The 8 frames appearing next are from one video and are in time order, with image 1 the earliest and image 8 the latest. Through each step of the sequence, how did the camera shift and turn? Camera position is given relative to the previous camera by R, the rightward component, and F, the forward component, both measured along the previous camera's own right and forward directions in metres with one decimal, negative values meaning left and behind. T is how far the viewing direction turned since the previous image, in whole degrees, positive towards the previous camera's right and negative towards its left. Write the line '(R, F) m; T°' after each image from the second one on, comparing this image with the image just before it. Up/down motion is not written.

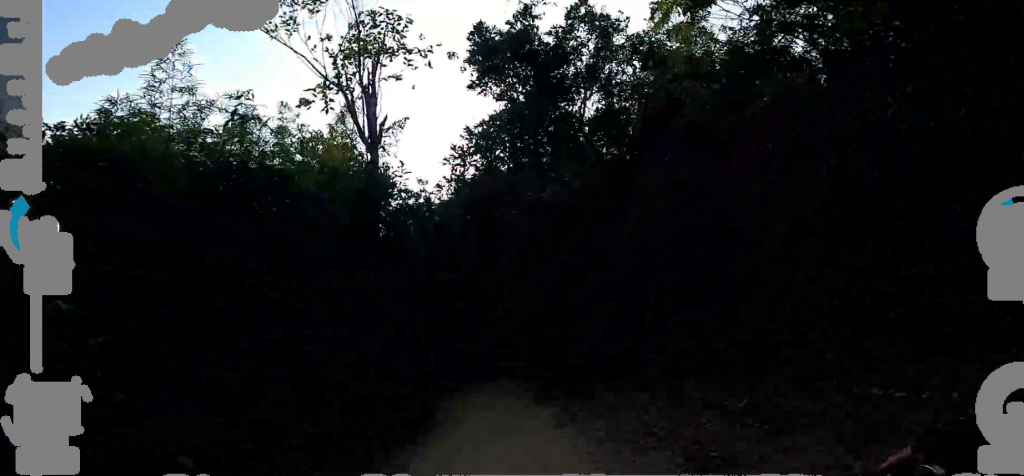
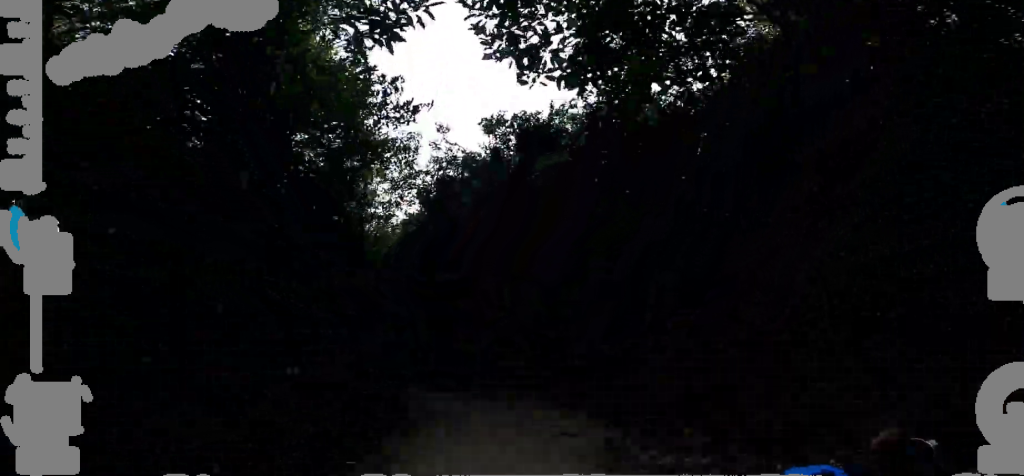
(-0.2, +3.2) m; -3°
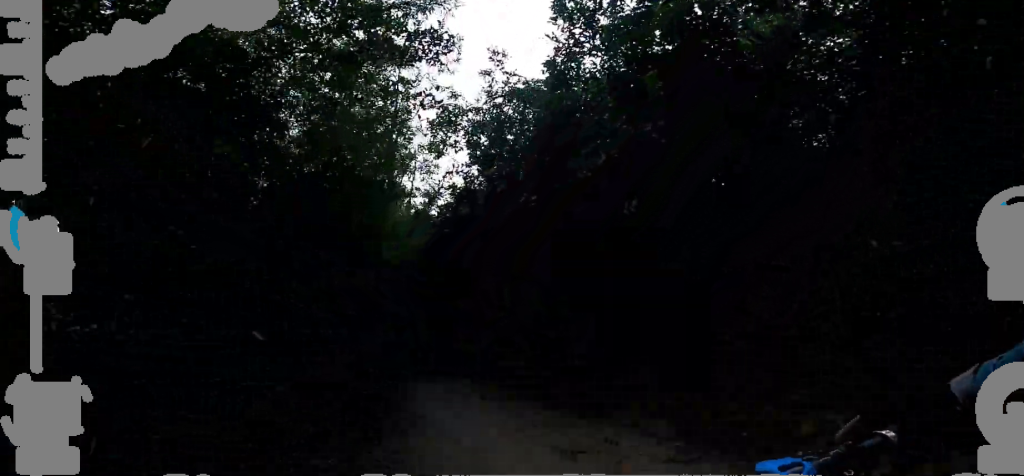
(+0.4, +2.8) m; 0°
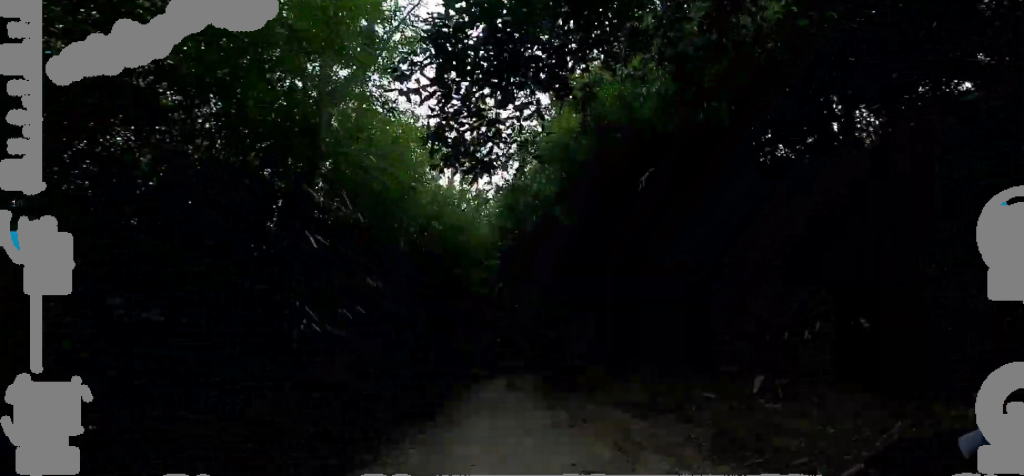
(-0.4, +3.8) m; -19°
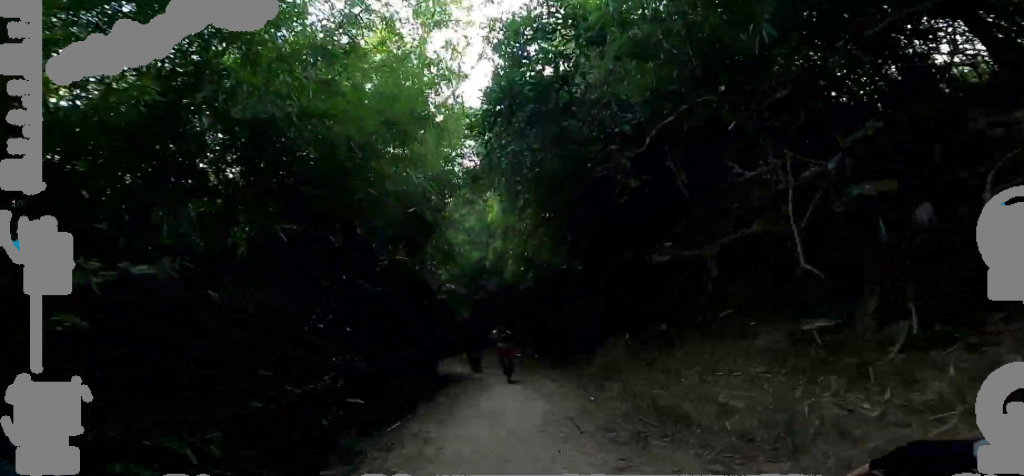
(-1.0, +3.6) m; -8°
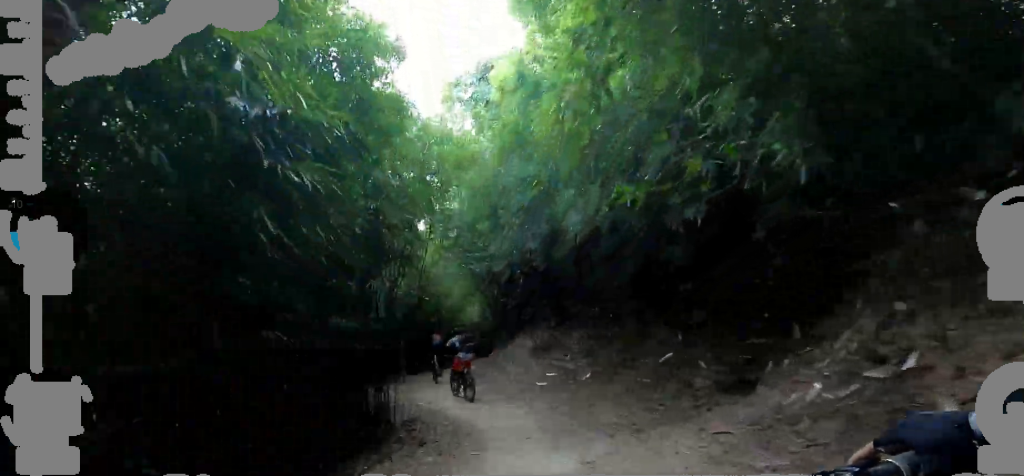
(+0.9, +5.2) m; +17°
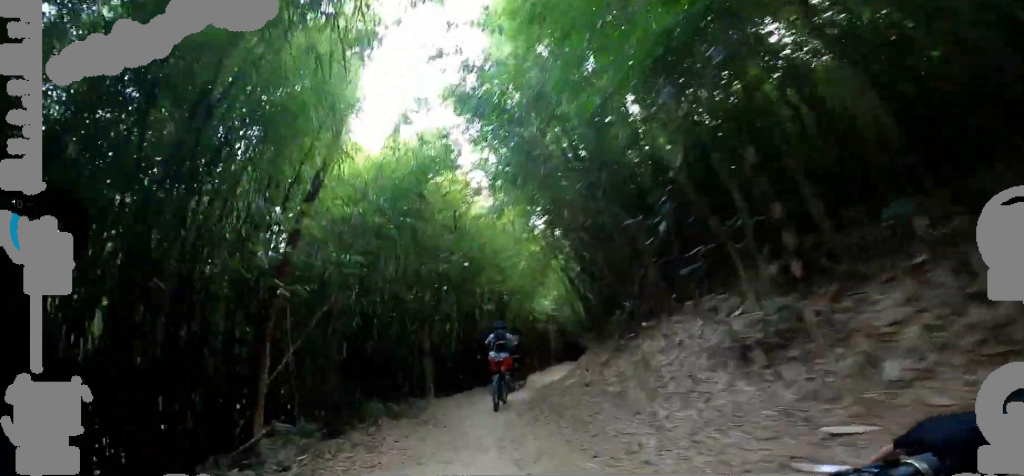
(+0.9, +4.8) m; +16°
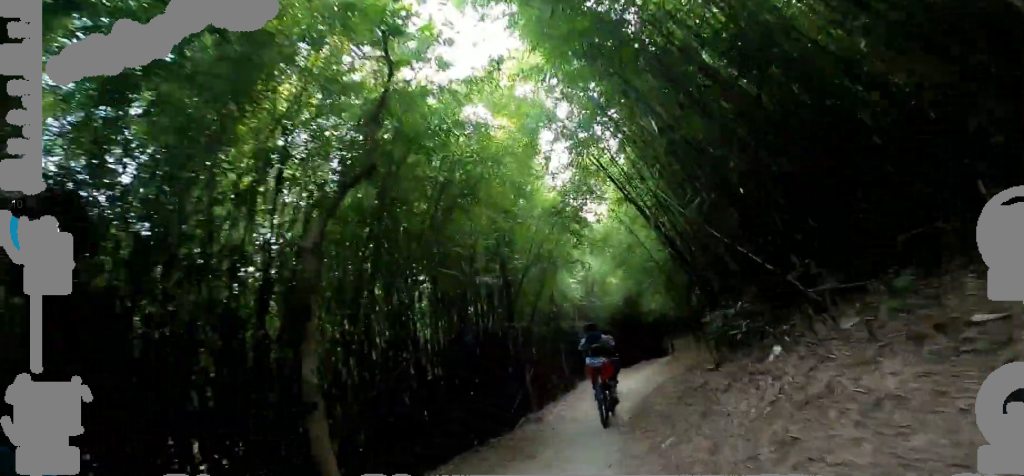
(-0.4, +4.5) m; -31°
